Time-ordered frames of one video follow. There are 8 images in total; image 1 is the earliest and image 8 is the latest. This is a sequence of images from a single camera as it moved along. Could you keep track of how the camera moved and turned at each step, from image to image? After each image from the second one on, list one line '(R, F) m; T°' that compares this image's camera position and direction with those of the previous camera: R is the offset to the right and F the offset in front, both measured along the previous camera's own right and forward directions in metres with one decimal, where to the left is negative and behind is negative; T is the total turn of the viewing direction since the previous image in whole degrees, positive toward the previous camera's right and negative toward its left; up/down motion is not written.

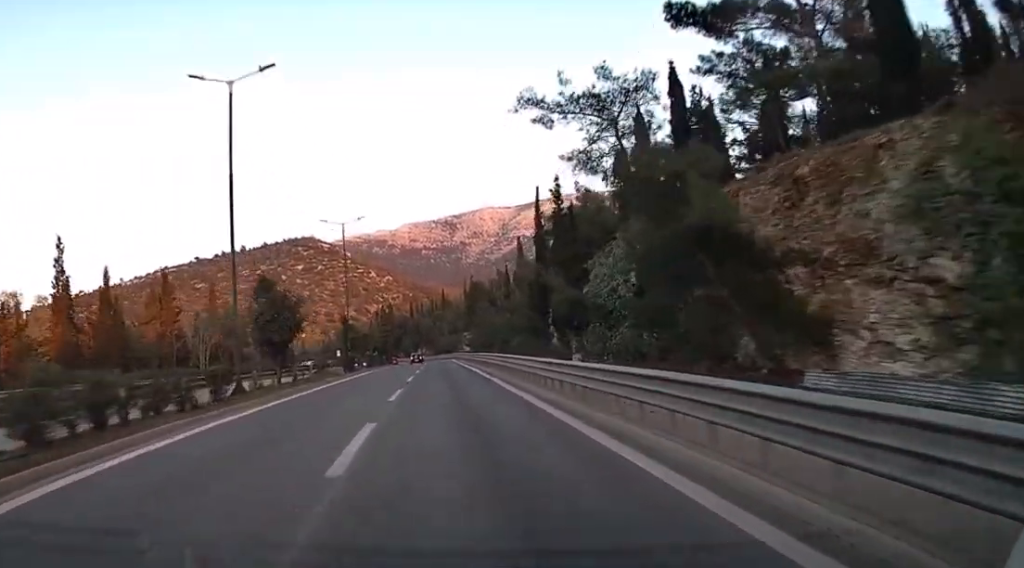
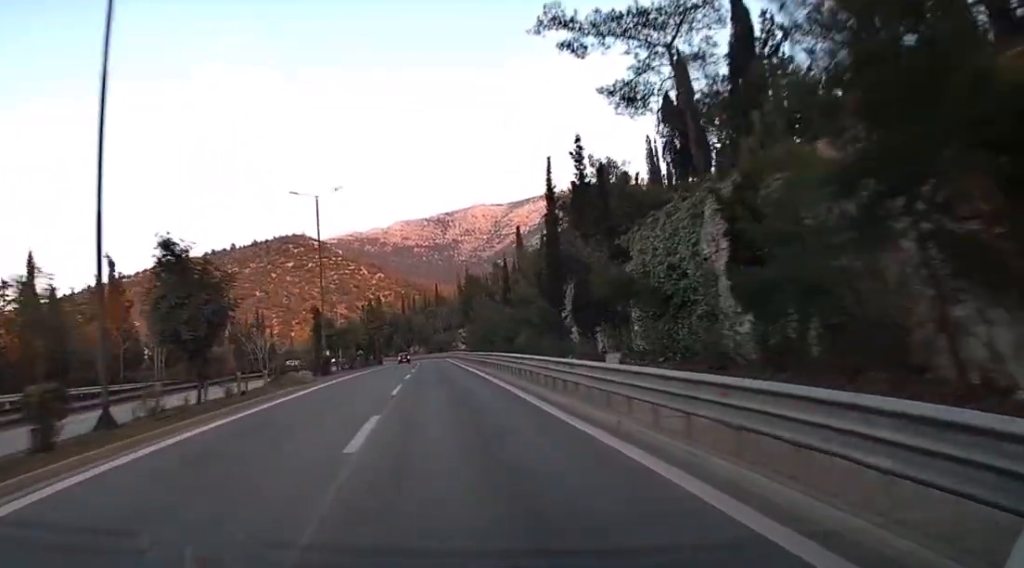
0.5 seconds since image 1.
(+0.1, +10.2) m; +1°
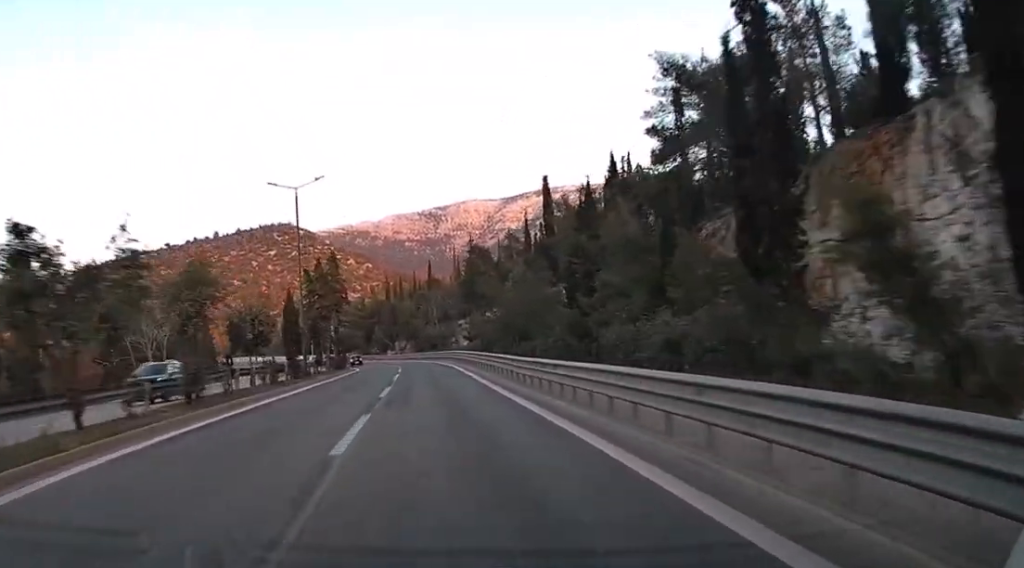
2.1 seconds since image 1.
(+0.5, +35.5) m; +2°
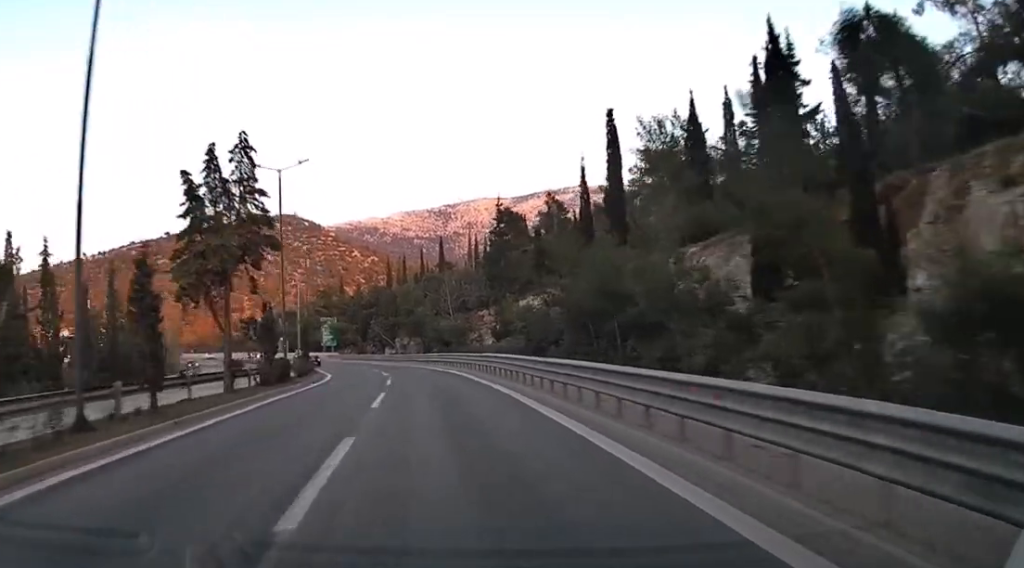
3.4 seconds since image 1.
(+0.3, +27.3) m; 0°
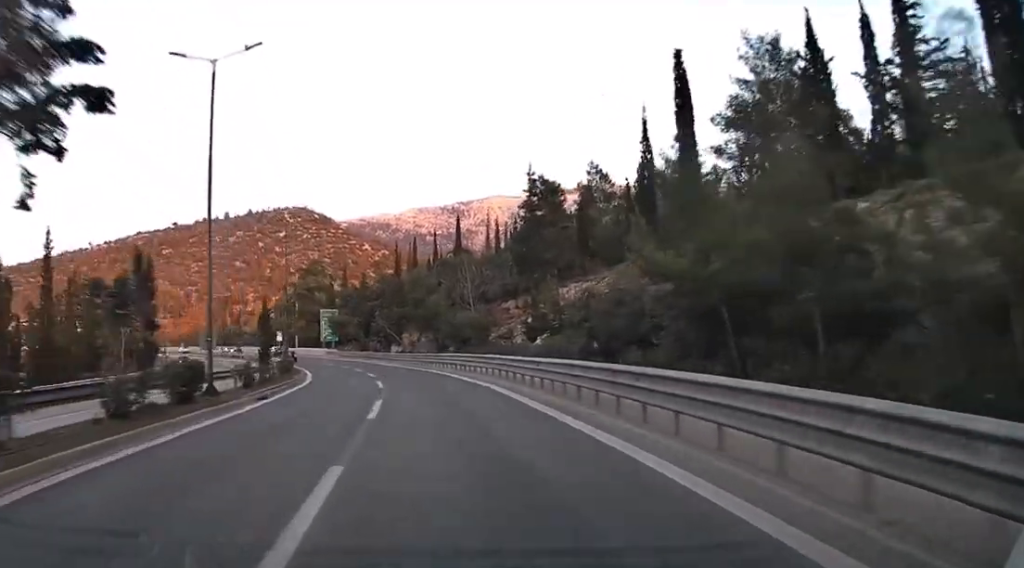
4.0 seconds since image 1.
(0.0, +14.4) m; -1°
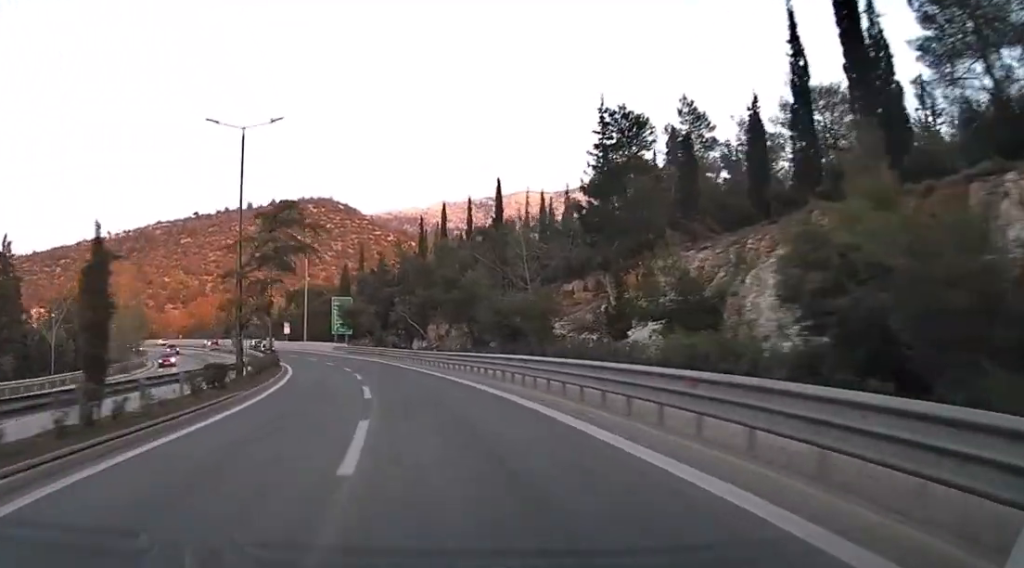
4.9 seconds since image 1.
(-0.3, +18.1) m; -2°
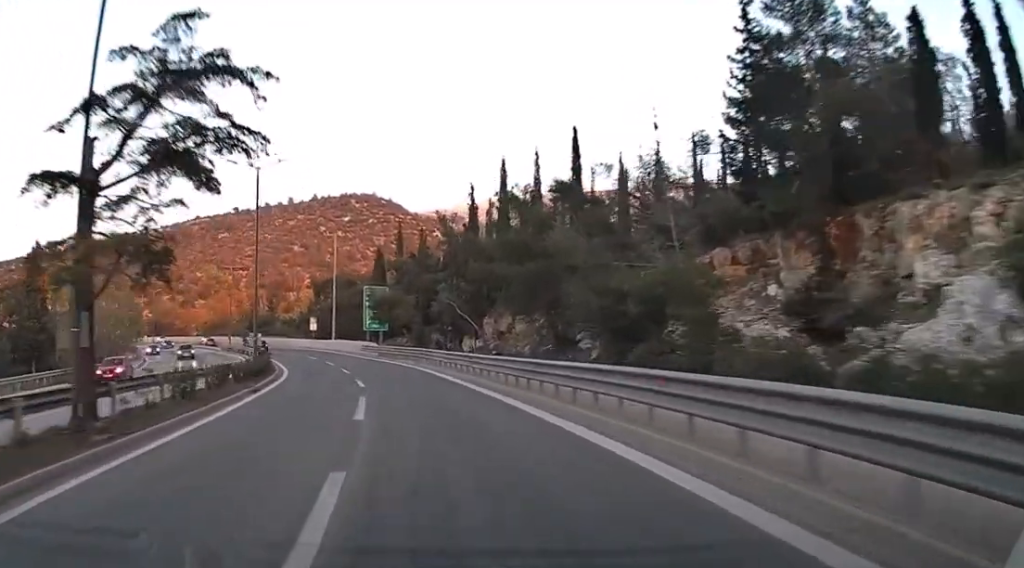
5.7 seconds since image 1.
(-0.3, +17.4) m; -1°
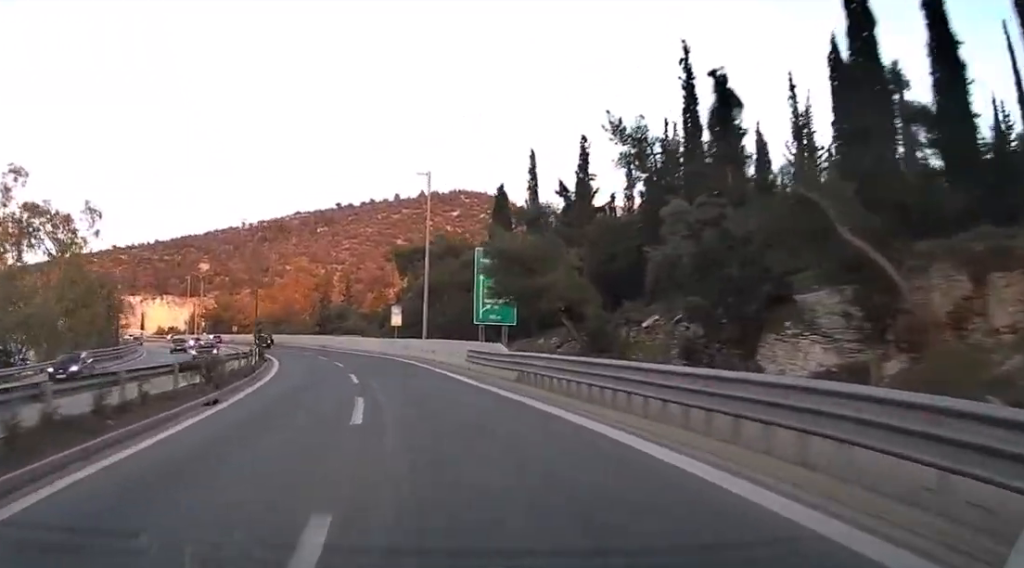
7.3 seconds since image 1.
(-1.7, +36.6) m; -7°
